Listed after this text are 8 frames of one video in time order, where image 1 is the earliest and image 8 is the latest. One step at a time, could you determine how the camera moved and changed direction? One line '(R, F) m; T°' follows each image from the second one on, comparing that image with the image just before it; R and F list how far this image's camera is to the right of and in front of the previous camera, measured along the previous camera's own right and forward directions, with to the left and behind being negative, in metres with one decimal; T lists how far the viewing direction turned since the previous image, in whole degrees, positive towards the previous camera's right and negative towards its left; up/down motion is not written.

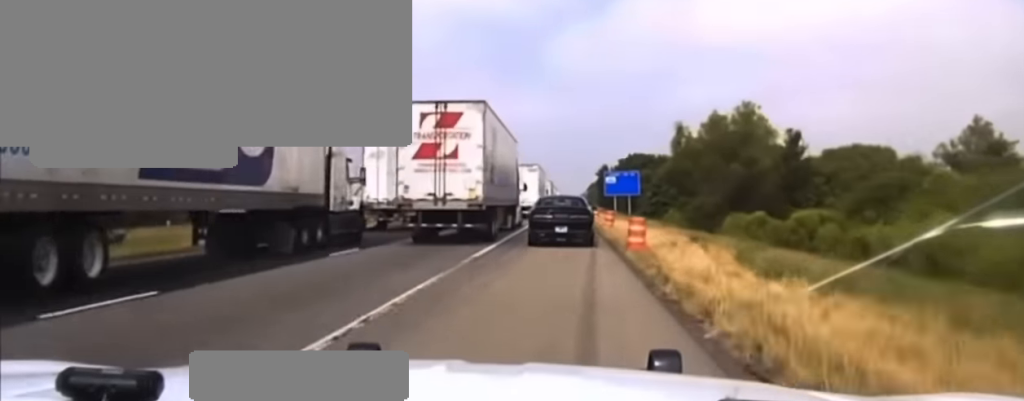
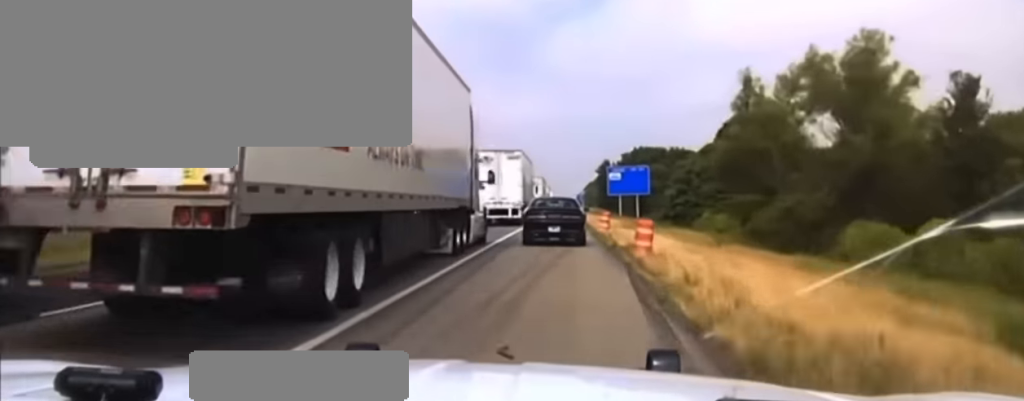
(-0.1, +26.1) m; 0°
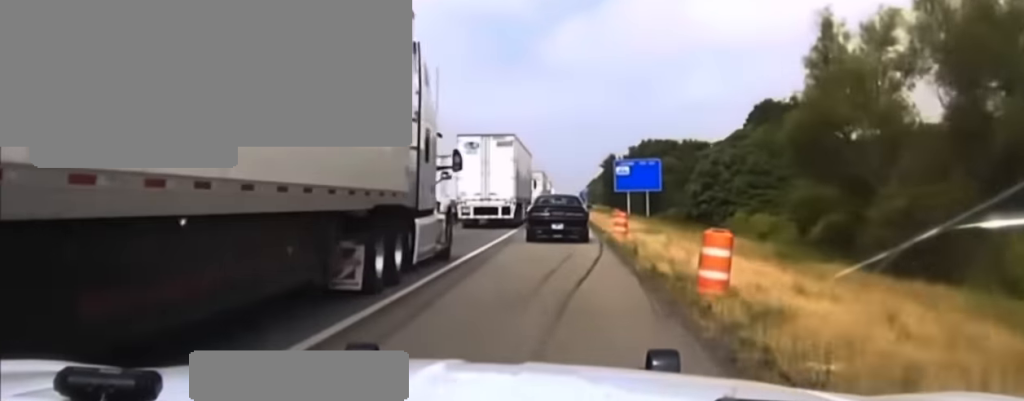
(0.0, +13.0) m; 0°
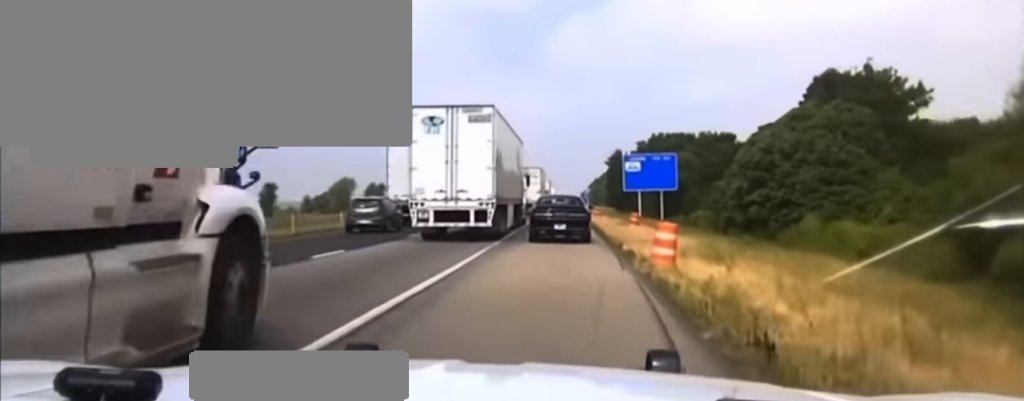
(+0.1, +14.8) m; 0°
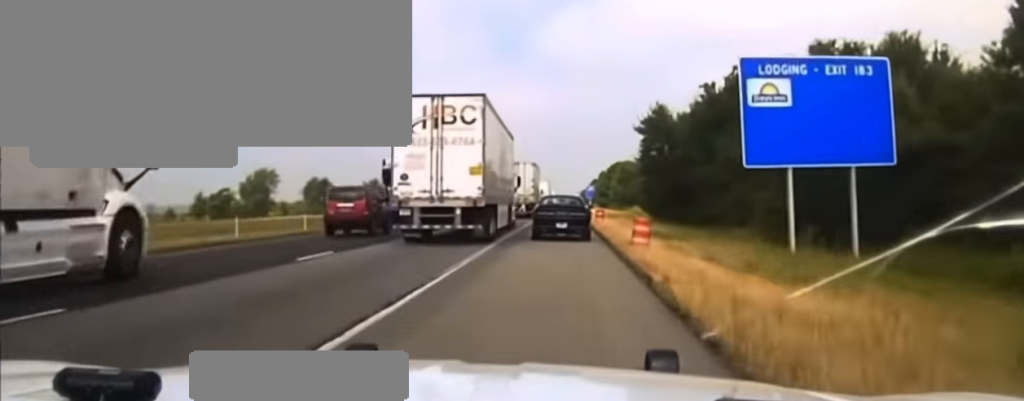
(+0.2, +63.9) m; 0°
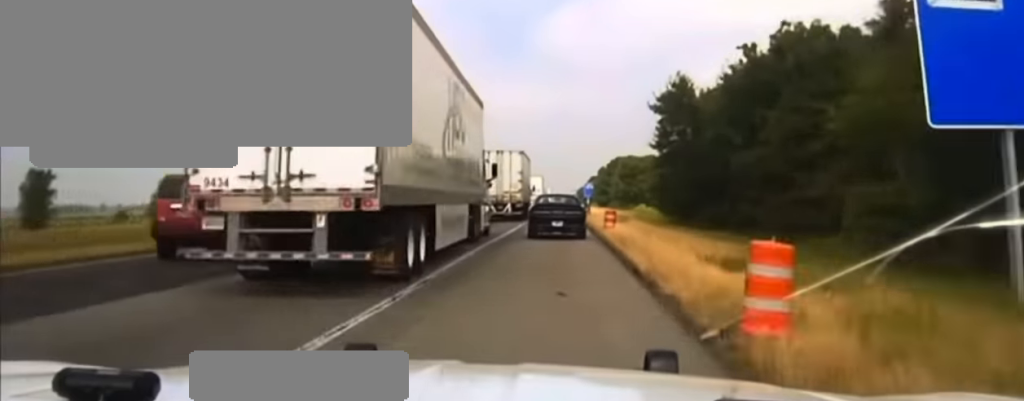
(0.0, +15.1) m; 0°
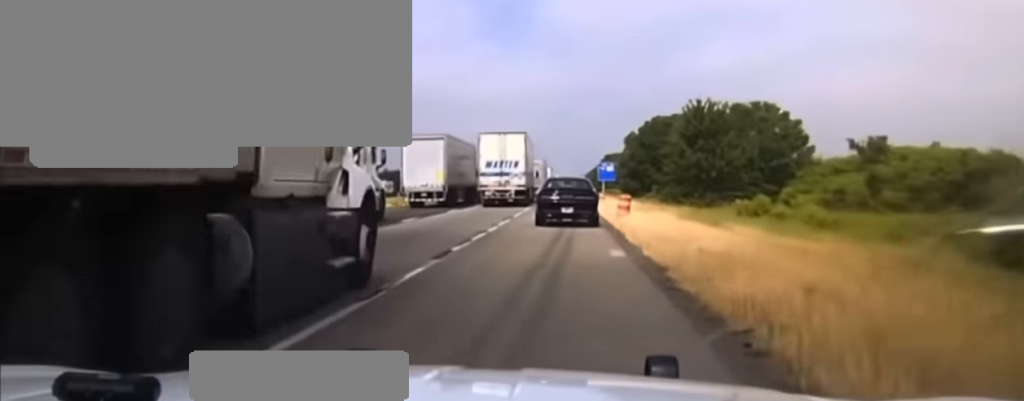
(-0.1, +66.4) m; 0°
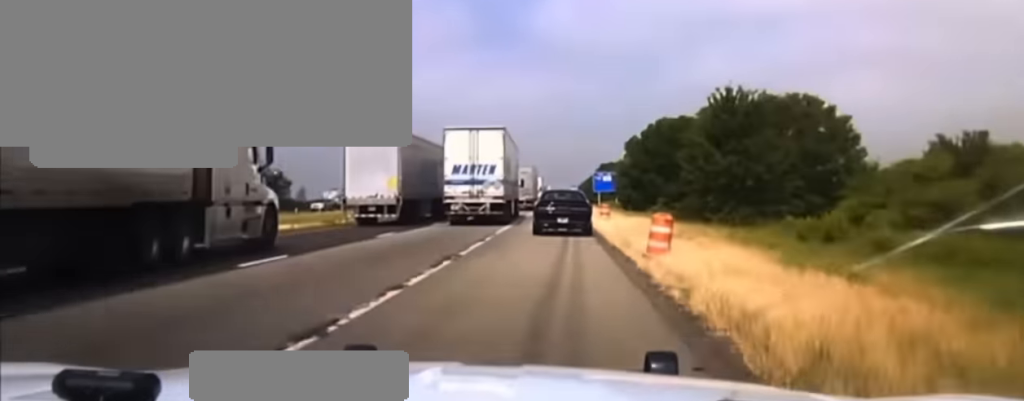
(0.0, +16.1) m; 0°
